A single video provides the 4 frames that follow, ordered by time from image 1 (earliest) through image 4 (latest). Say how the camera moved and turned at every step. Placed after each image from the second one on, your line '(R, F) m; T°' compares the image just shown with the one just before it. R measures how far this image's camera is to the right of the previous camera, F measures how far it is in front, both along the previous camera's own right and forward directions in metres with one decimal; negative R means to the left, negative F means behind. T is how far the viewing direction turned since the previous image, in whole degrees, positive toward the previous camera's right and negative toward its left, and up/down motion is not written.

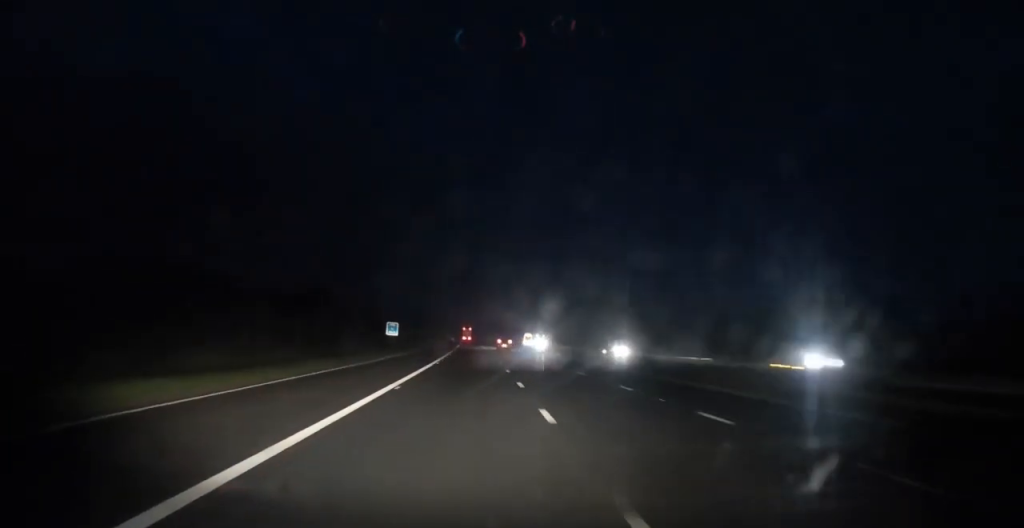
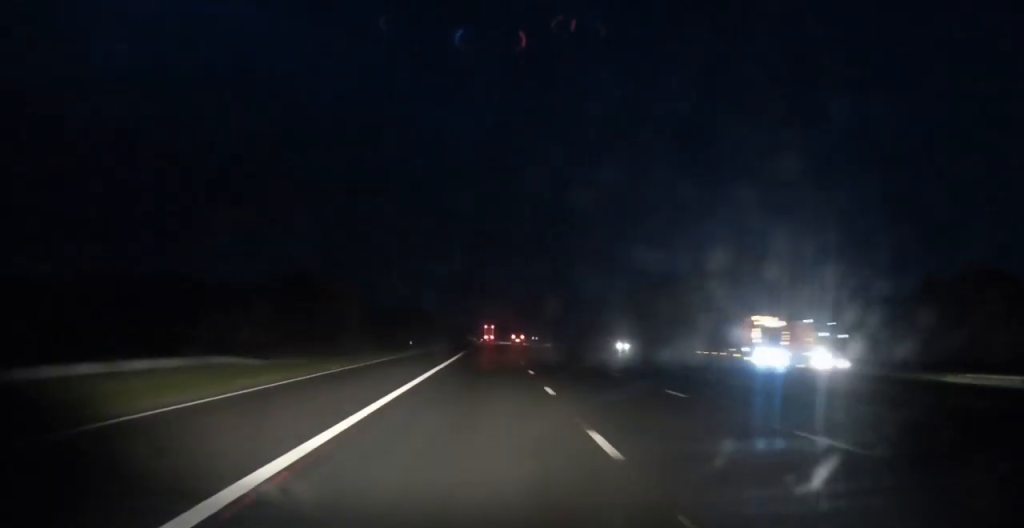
(-2.4, +99.7) m; -2°
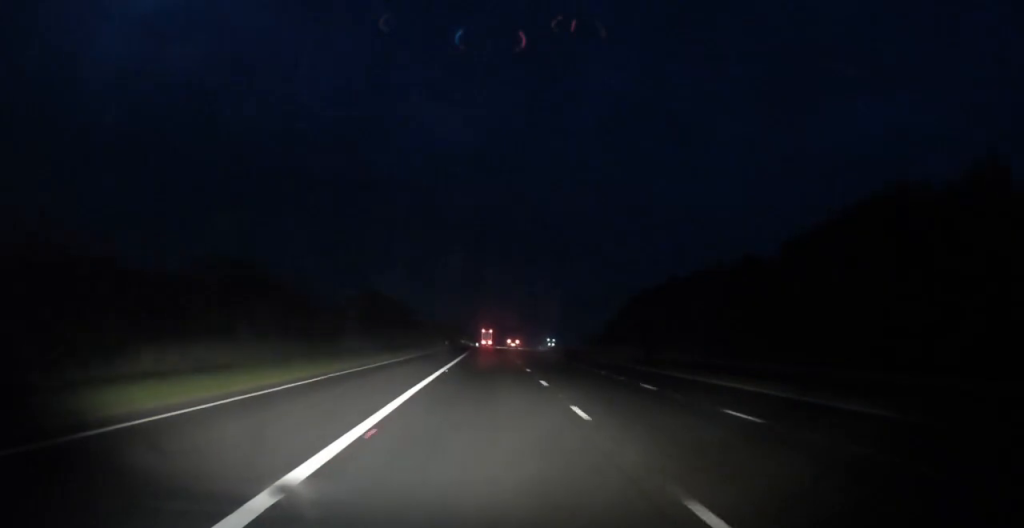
(-0.3, +65.4) m; 0°
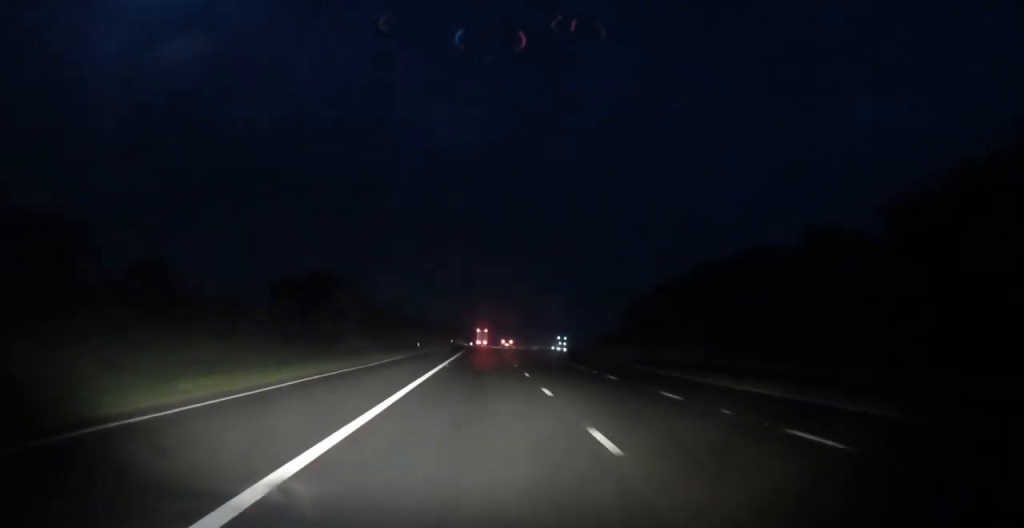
(+0.1, +29.9) m; 0°
